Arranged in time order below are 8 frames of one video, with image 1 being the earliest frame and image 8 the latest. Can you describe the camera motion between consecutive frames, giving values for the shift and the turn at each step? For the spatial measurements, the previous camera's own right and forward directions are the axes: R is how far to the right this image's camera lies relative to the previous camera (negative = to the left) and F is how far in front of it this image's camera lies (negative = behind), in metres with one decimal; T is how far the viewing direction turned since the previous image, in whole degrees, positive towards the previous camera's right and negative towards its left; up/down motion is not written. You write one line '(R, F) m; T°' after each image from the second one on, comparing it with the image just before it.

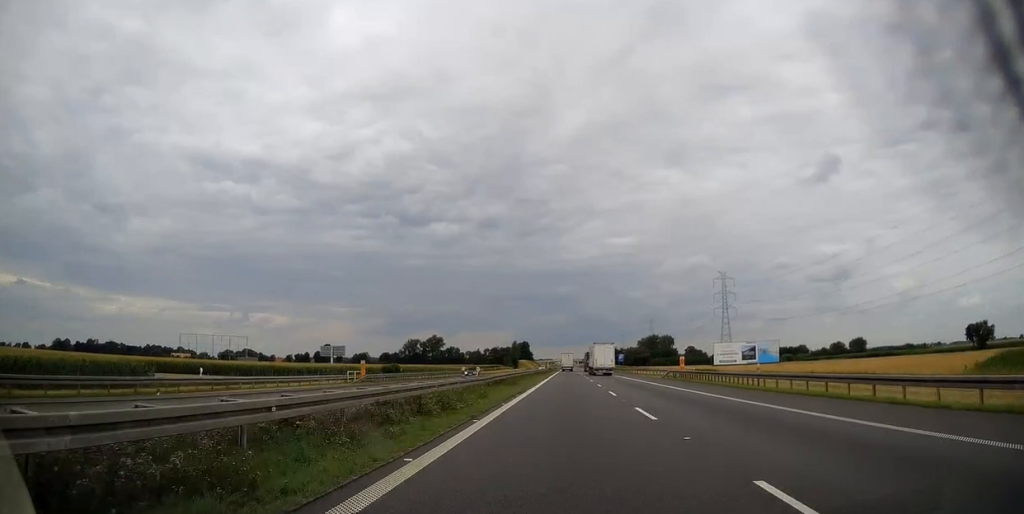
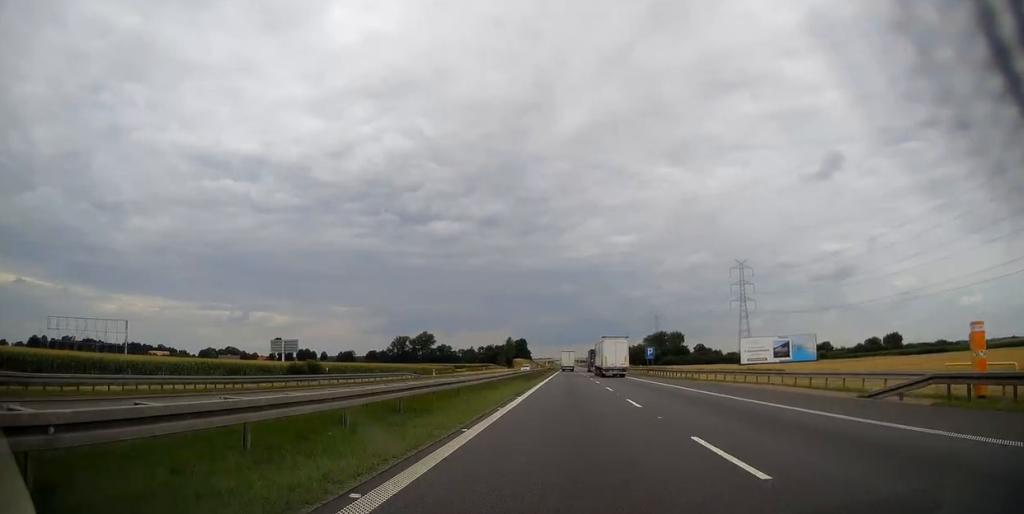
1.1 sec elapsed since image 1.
(0.0, +43.9) m; 0°
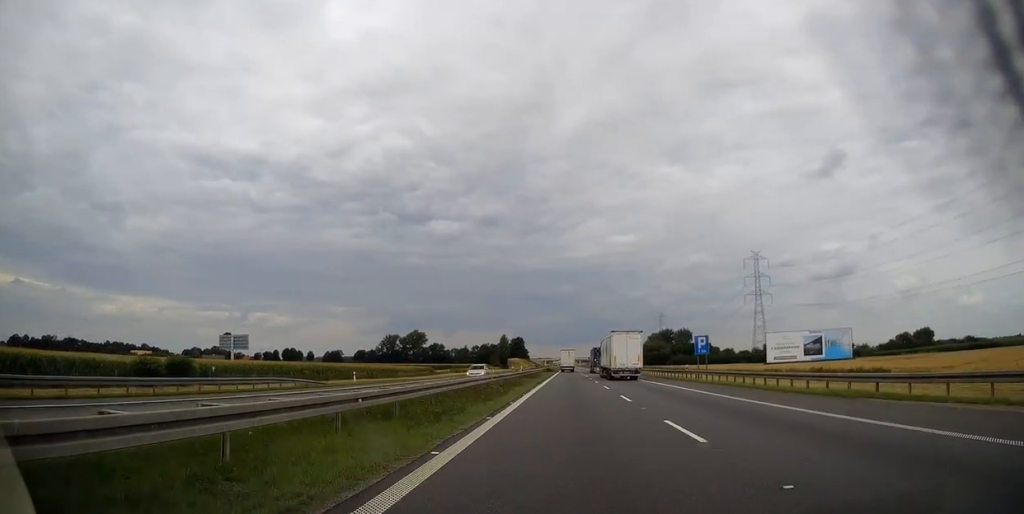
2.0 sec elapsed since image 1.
(+0.1, +32.9) m; 0°
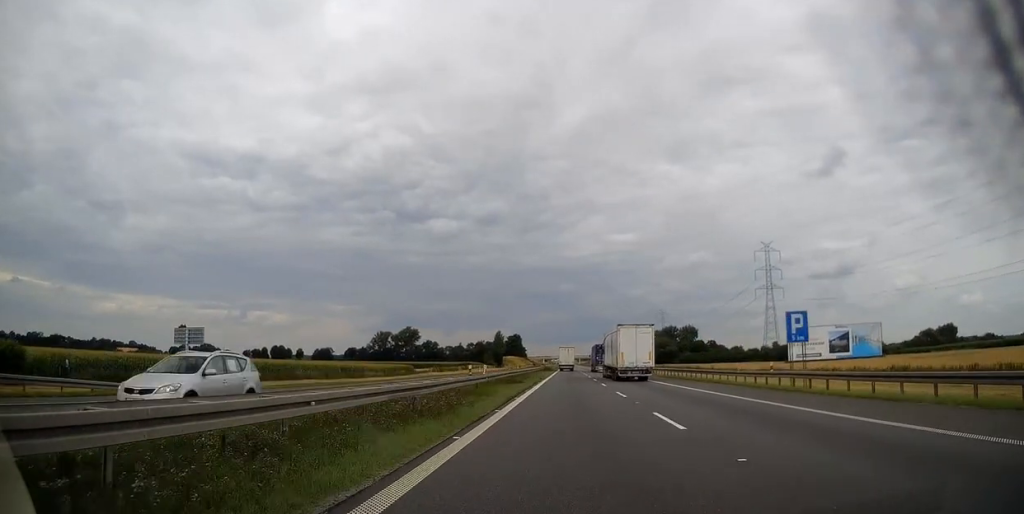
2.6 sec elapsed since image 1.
(0.0, +22.4) m; 0°
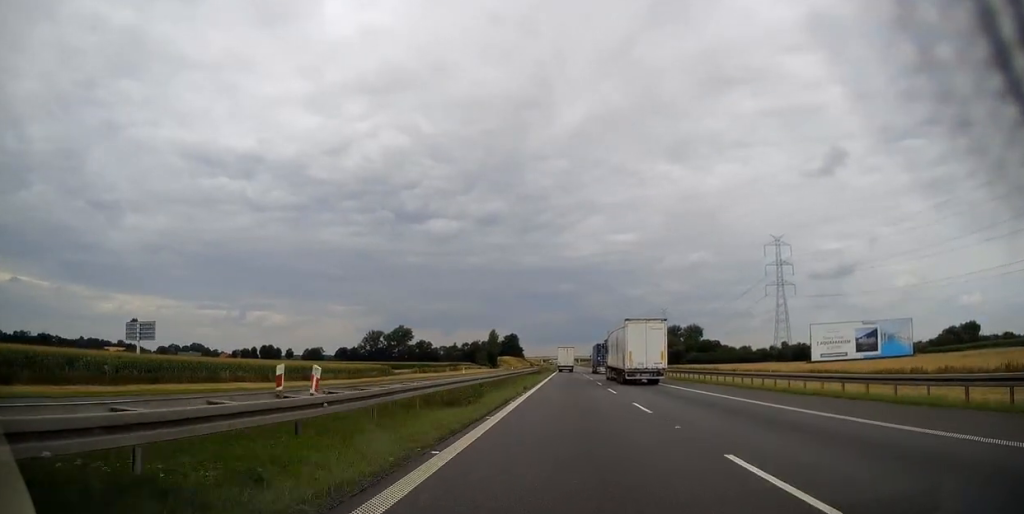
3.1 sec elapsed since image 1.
(0.0, +19.6) m; 0°
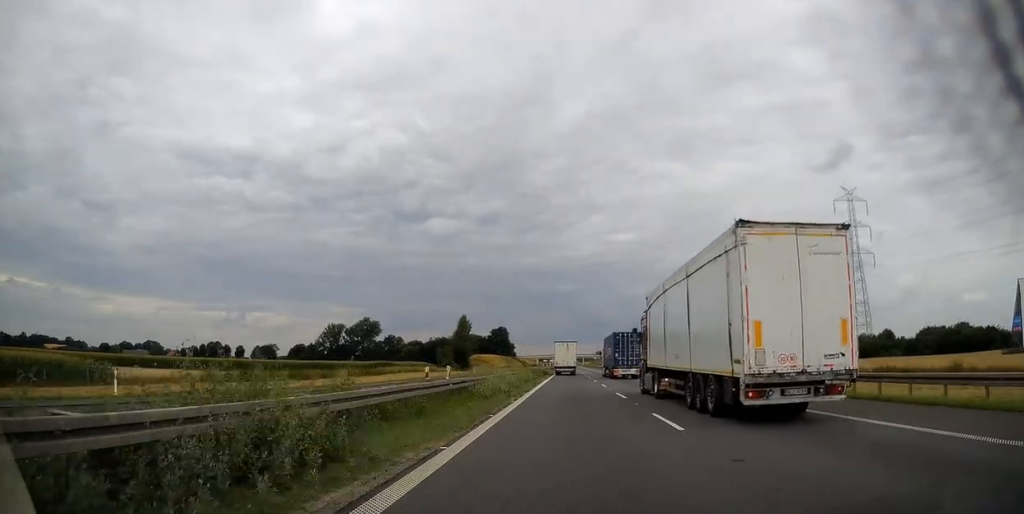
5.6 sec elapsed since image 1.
(+0.1, +88.8) m; 0°
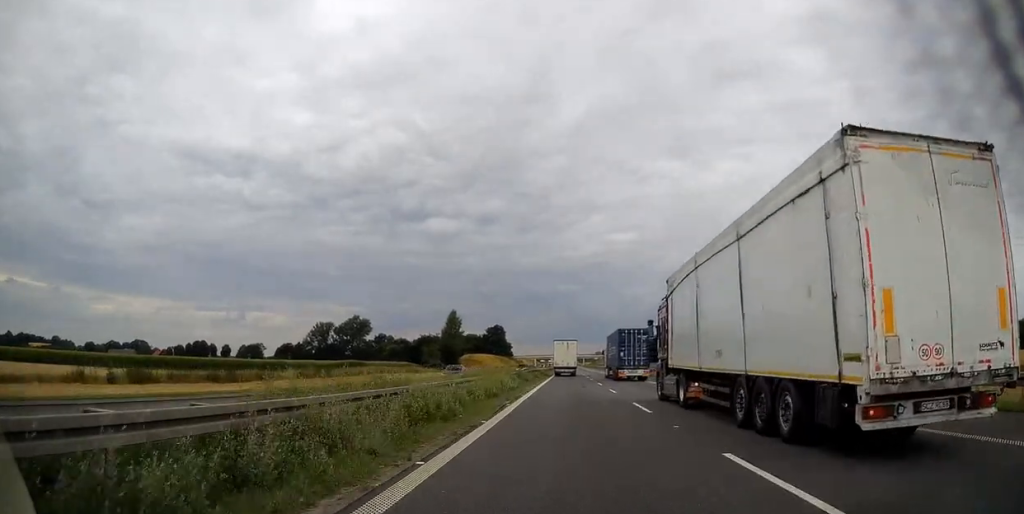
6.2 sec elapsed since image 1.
(-0.1, +19.4) m; 0°
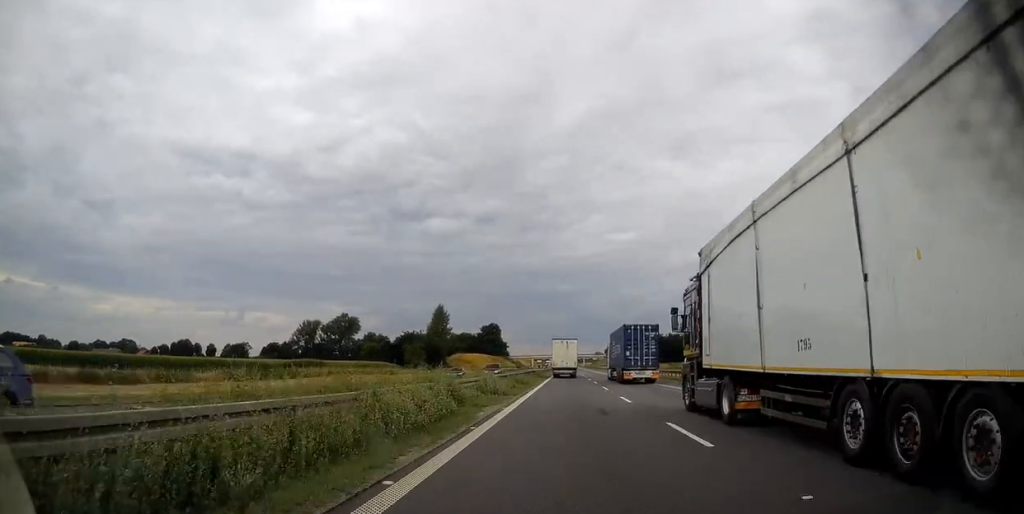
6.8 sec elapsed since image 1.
(-0.1, +19.3) m; 0°
